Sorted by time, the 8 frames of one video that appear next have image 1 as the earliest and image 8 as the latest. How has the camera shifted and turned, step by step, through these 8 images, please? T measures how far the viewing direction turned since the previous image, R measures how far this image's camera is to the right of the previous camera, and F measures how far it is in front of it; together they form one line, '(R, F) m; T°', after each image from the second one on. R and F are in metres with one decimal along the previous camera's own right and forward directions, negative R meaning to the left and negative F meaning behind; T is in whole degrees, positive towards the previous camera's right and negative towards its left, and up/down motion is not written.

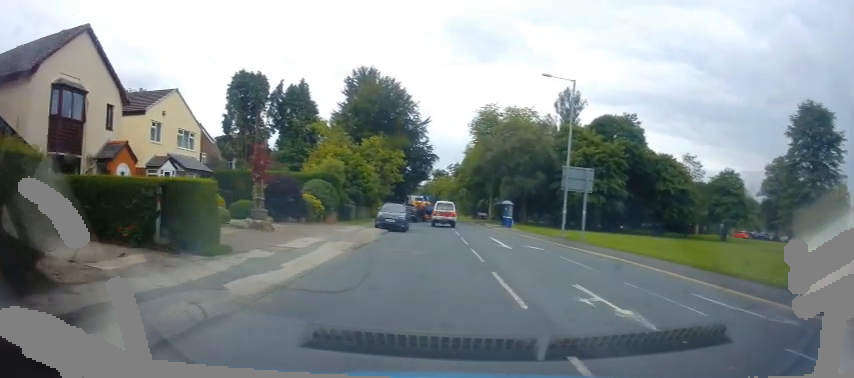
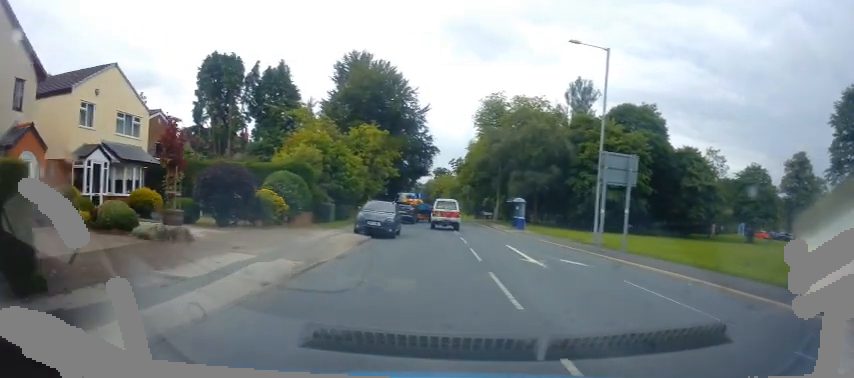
(+0.2, +6.1) m; -1°
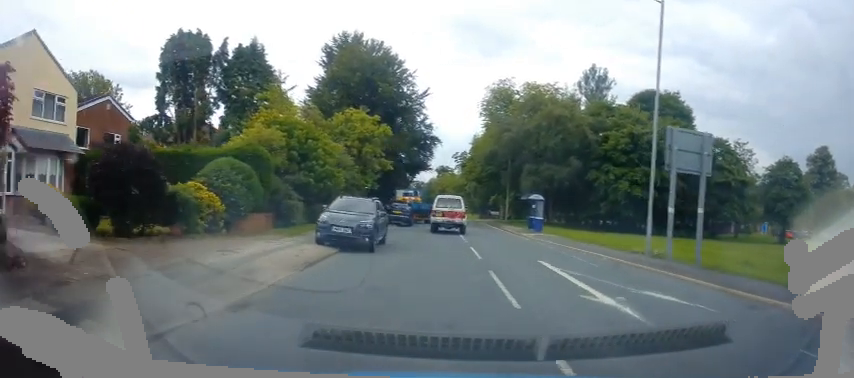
(-0.2, +6.0) m; -1°
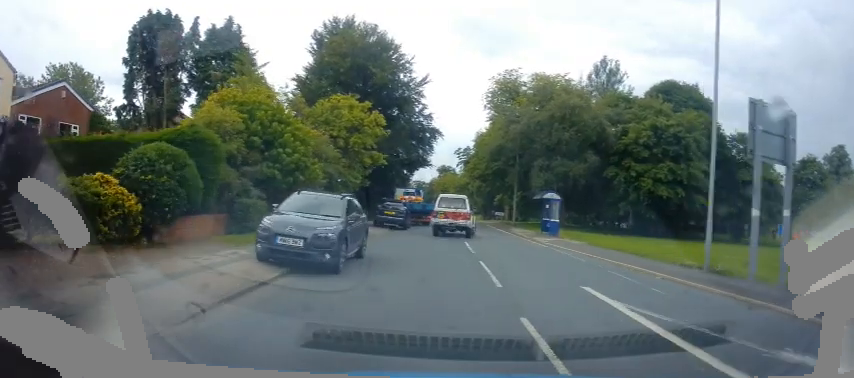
(0.0, +4.2) m; +1°
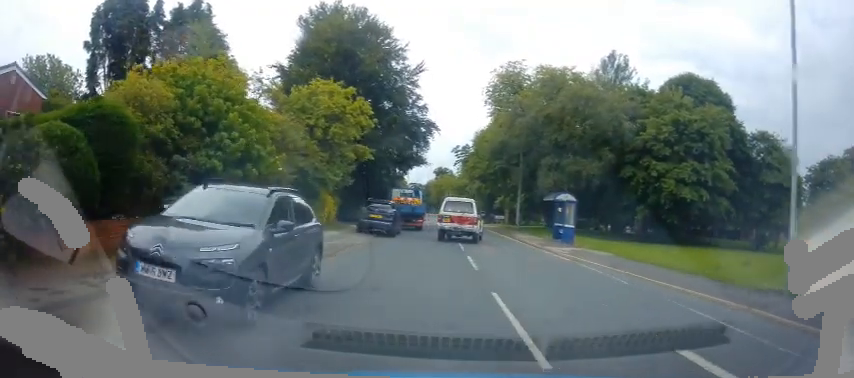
(+0.1, +4.1) m; +3°
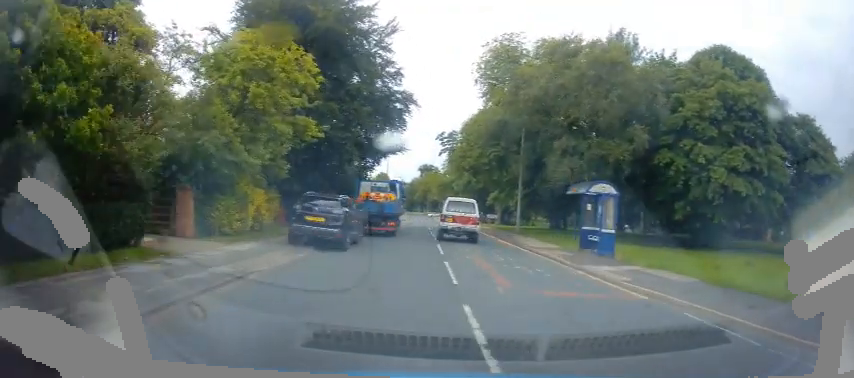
(+0.2, +8.1) m; 0°
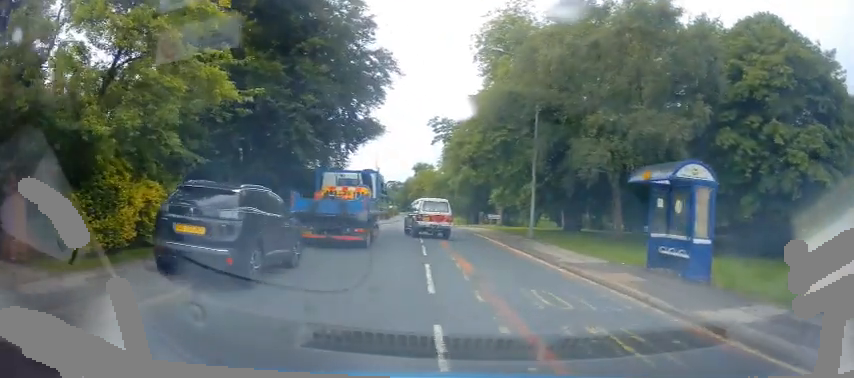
(-0.1, +7.1) m; +1°
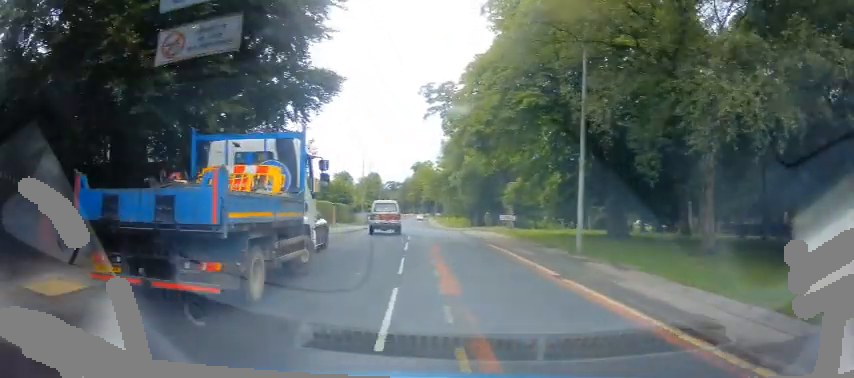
(+0.5, +8.6) m; +1°
